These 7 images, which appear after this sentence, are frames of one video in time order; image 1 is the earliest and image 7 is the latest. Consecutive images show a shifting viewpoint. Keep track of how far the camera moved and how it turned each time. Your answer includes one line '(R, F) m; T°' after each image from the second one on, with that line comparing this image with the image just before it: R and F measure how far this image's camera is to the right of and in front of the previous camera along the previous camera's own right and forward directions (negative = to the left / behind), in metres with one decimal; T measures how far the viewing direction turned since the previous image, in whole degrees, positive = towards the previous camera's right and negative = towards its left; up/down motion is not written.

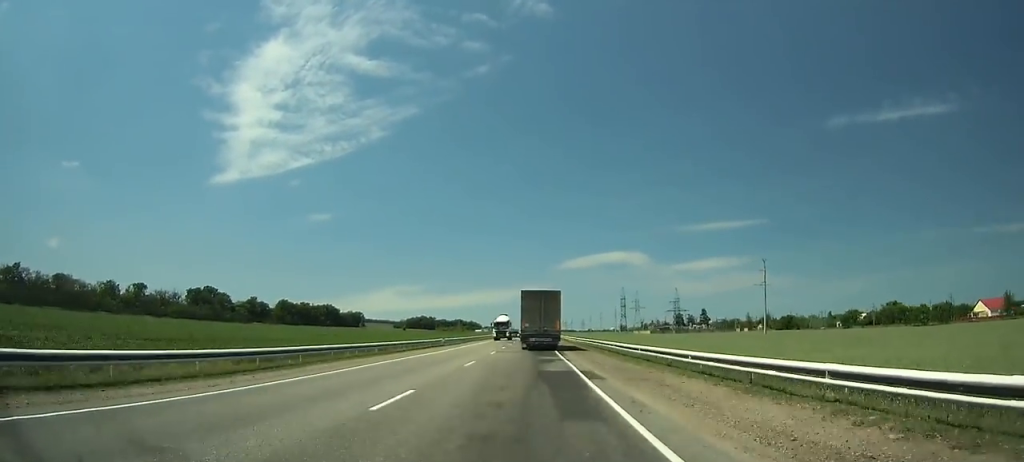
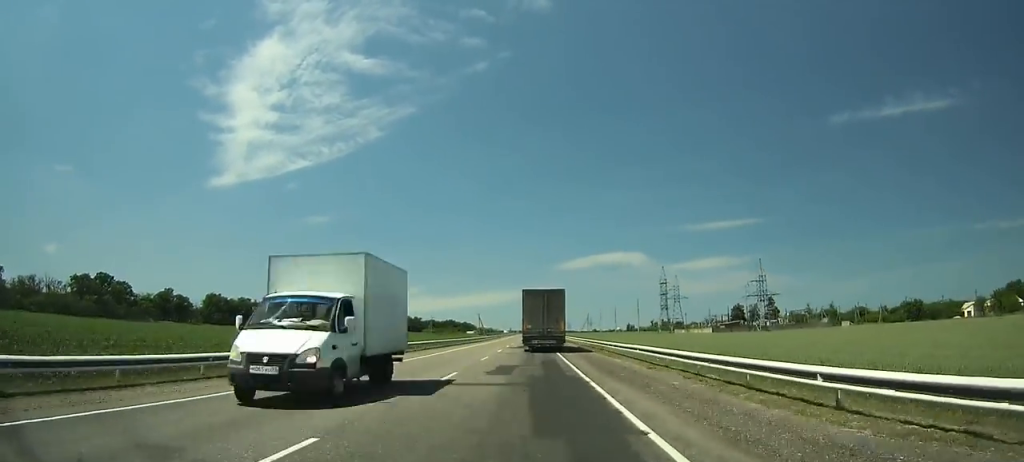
(-0.4, +101.2) m; 0°
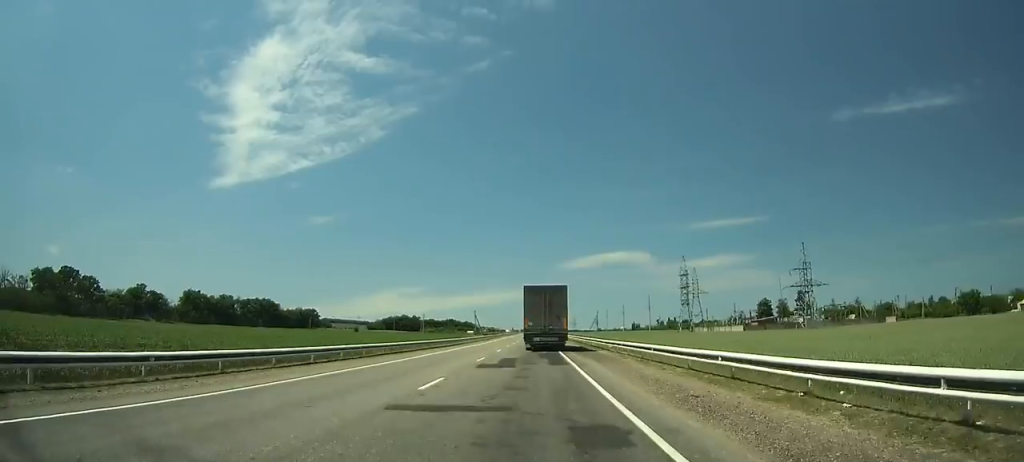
(0.0, +26.4) m; 0°
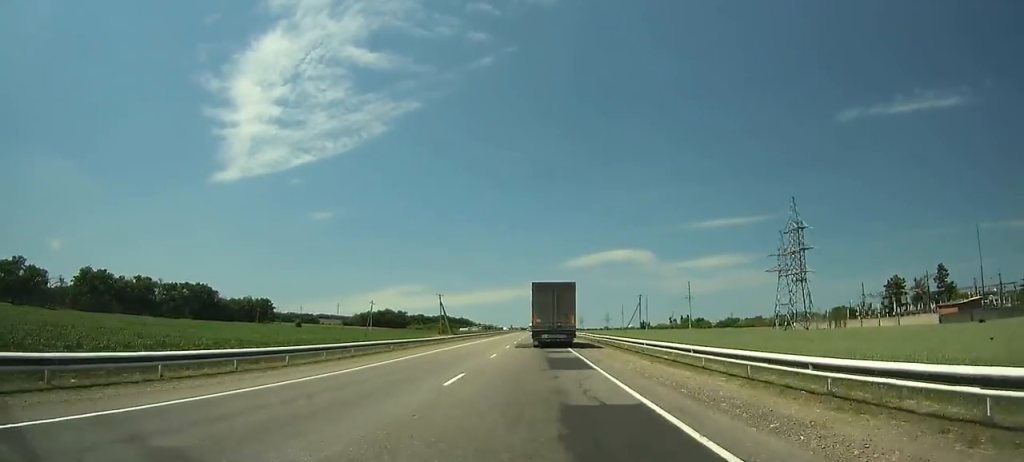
(0.0, +83.1) m; 0°
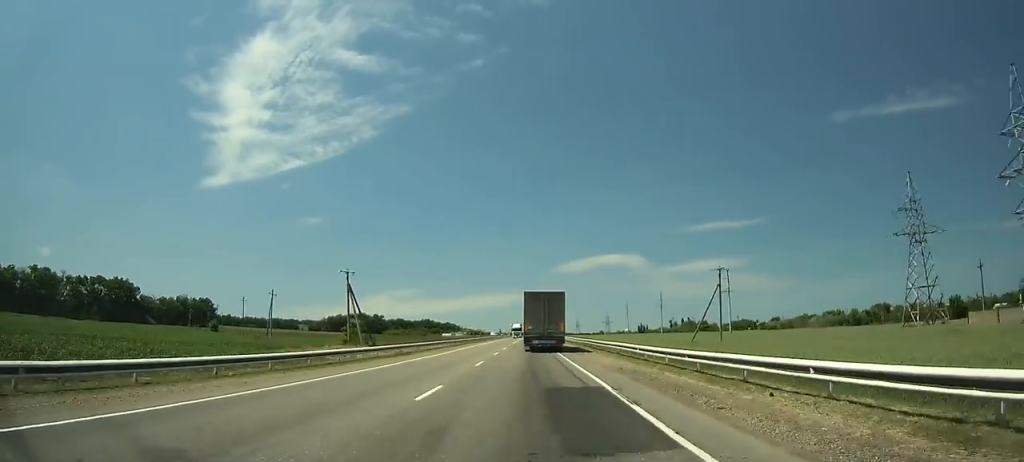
(-0.1, +62.7) m; 0°
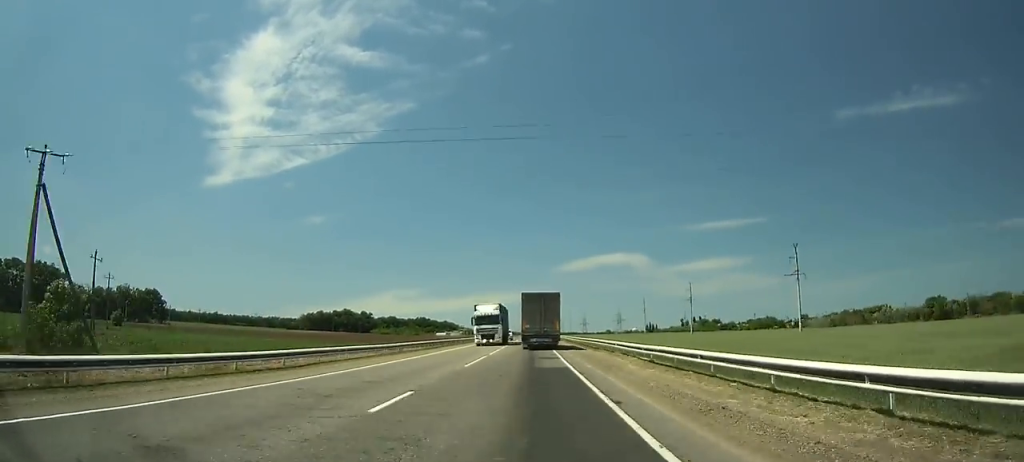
(0.0, +50.7) m; 0°
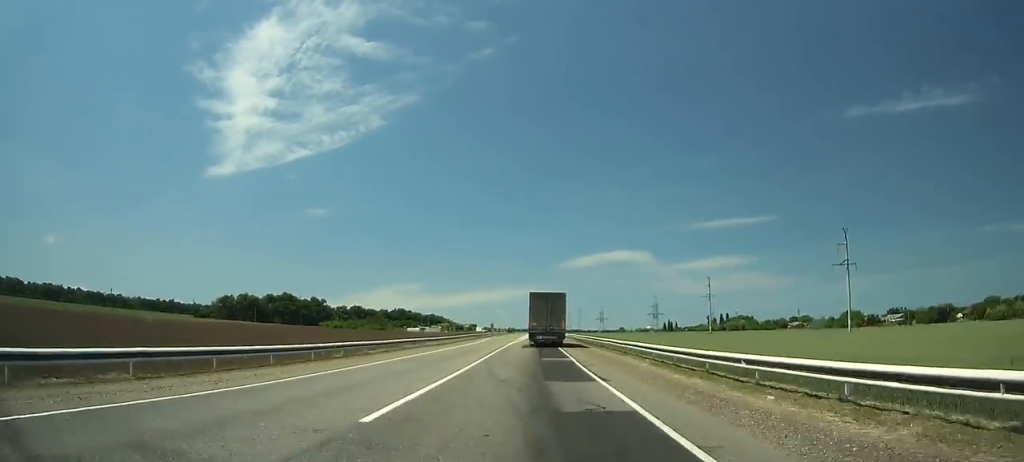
(-0.1, +121.2) m; 0°
